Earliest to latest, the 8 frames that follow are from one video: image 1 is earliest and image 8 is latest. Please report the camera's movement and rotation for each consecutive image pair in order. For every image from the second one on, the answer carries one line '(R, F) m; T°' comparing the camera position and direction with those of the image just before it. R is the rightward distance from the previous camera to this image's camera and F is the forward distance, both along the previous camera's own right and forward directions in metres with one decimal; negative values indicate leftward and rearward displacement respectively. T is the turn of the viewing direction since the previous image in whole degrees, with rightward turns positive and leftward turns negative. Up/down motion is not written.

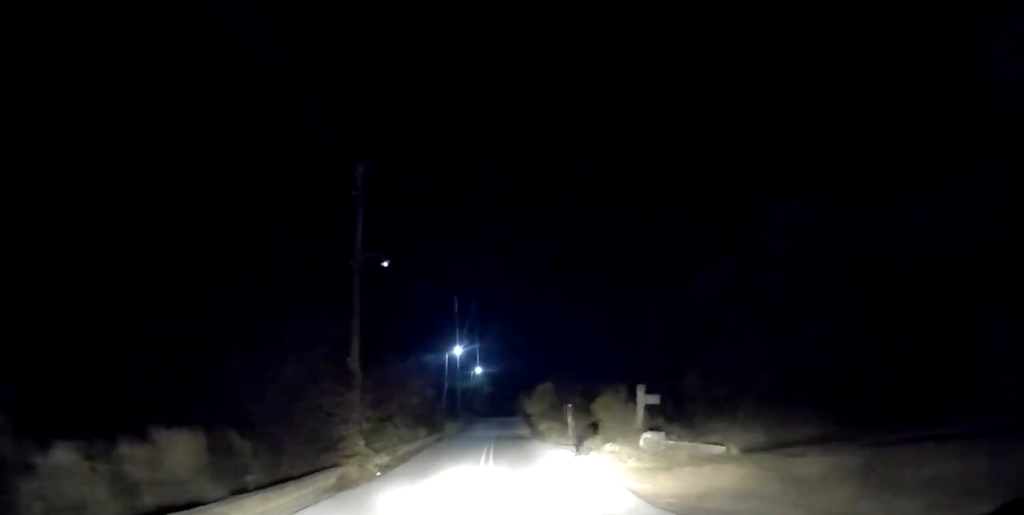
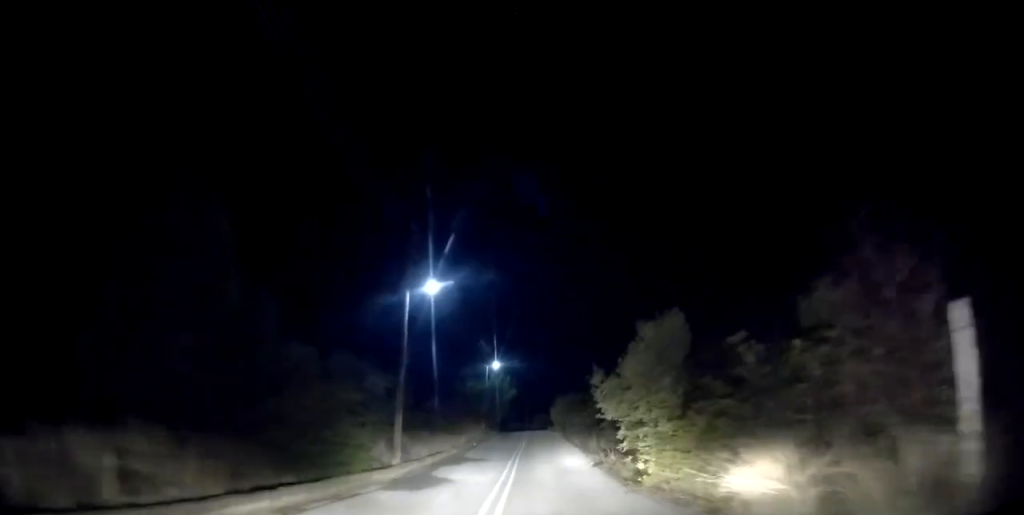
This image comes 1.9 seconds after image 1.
(-1.1, +23.5) m; -3°
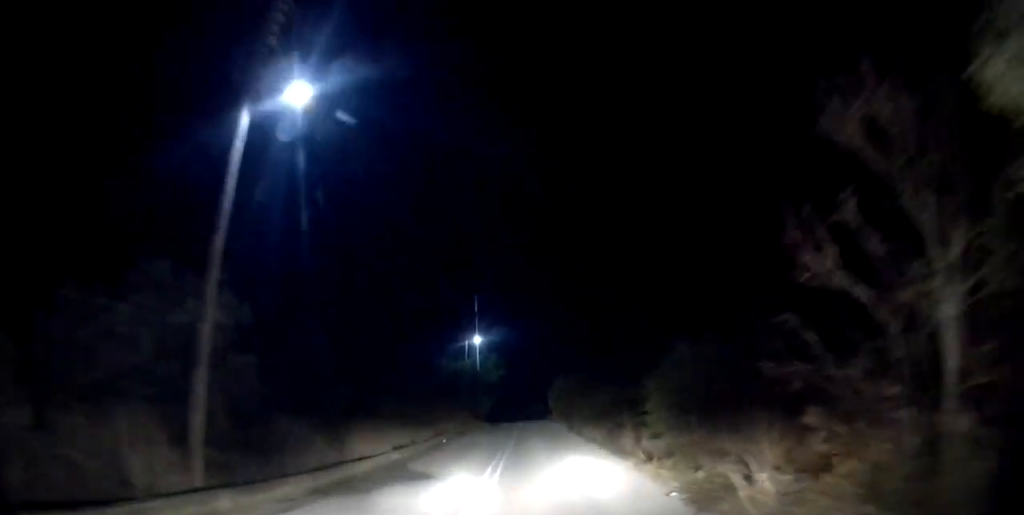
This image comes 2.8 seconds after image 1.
(+0.1, +11.6) m; 0°
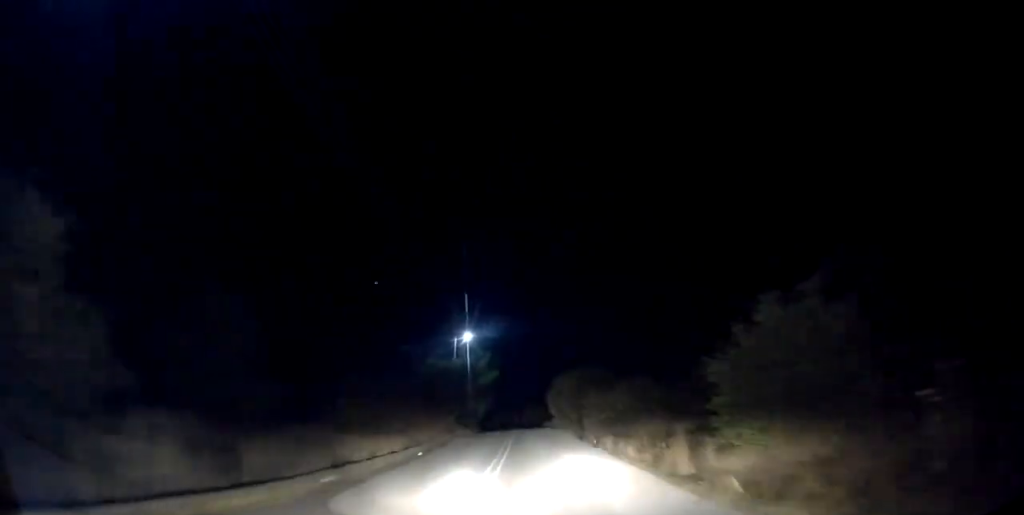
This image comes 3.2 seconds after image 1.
(+0.1, +6.0) m; 0°
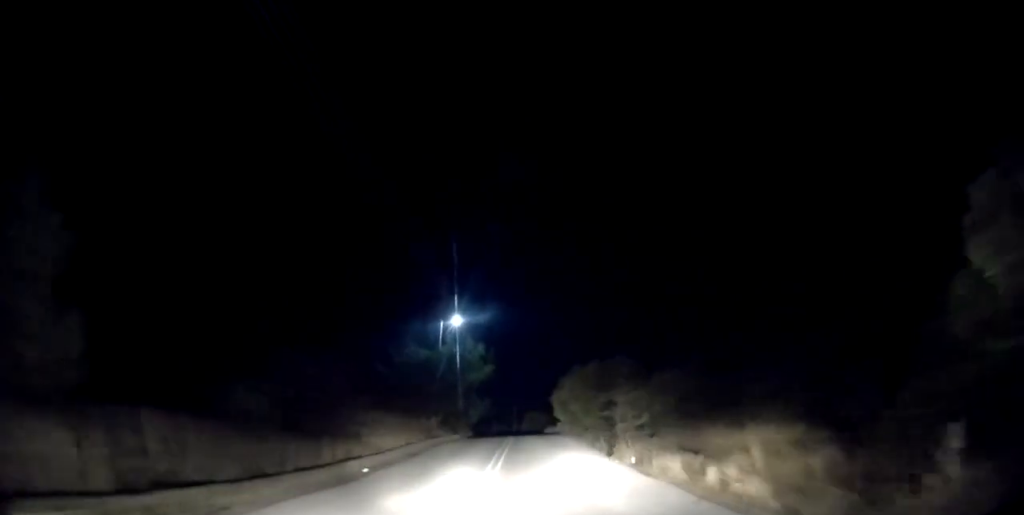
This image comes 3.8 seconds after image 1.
(-0.1, +7.8) m; -2°
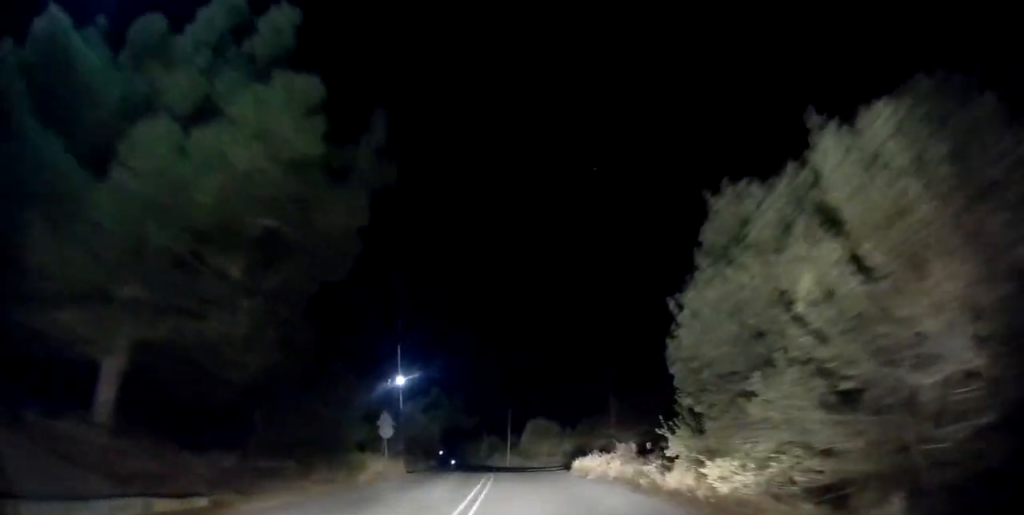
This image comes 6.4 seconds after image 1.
(+0.2, +32.4) m; +3°
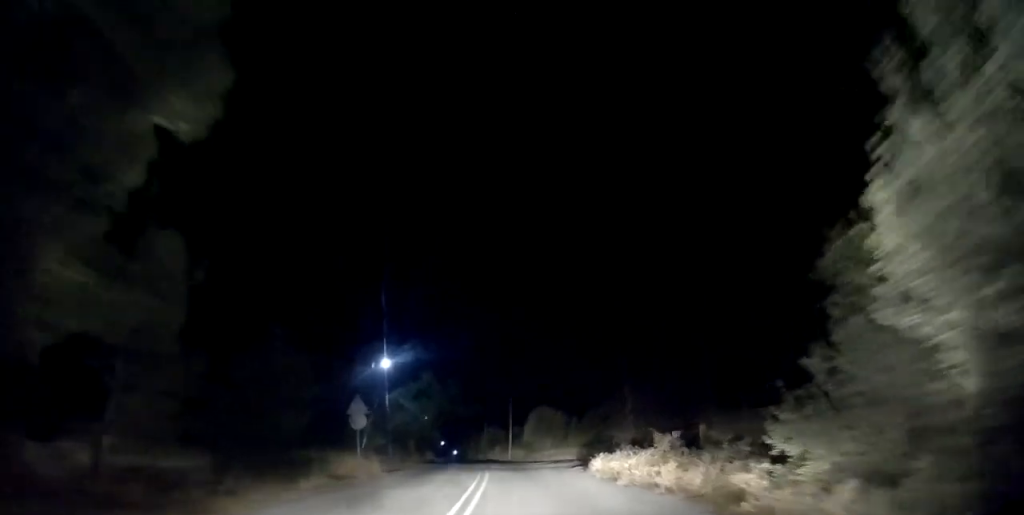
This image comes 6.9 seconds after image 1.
(0.0, +4.9) m; -1°
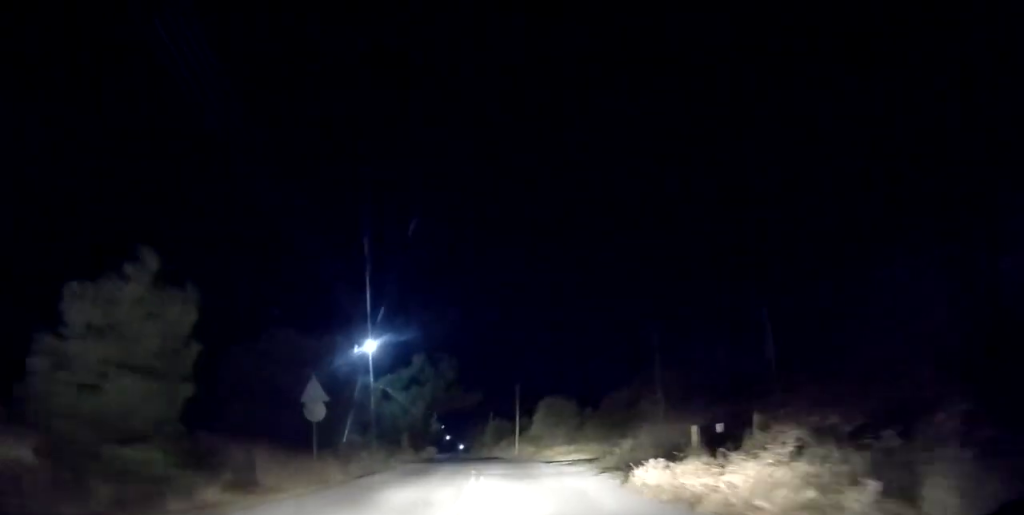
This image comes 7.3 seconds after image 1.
(0.0, +5.3) m; -1°
